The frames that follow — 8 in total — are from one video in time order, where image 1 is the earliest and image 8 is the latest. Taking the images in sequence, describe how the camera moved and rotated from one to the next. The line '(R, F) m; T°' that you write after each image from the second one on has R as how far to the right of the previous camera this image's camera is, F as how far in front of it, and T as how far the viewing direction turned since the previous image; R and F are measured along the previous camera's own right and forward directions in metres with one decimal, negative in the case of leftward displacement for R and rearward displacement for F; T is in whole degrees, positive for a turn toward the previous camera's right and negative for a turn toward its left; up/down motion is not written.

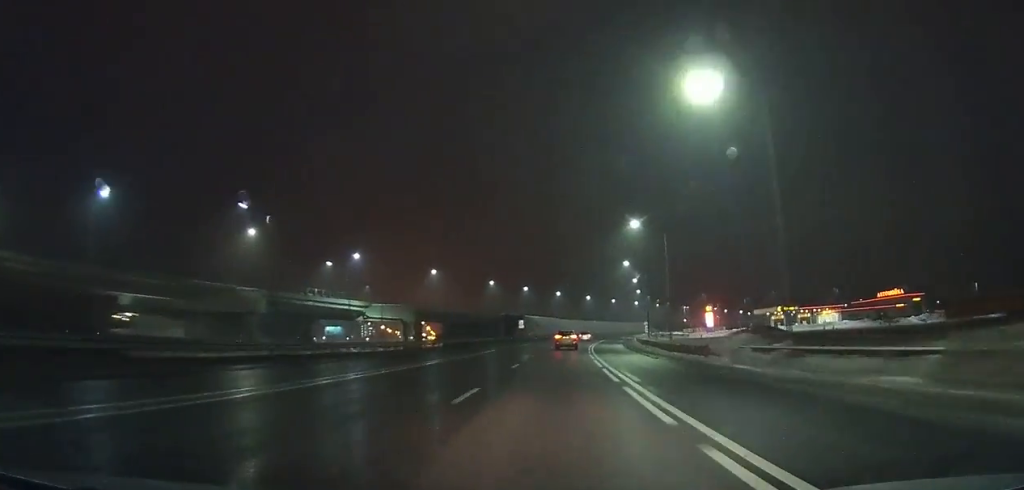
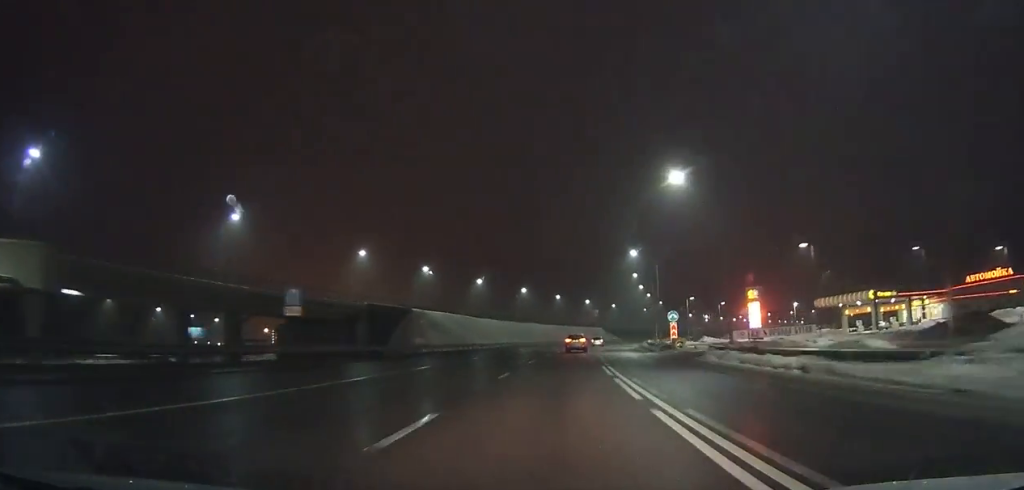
(+4.5, +76.1) m; +7°
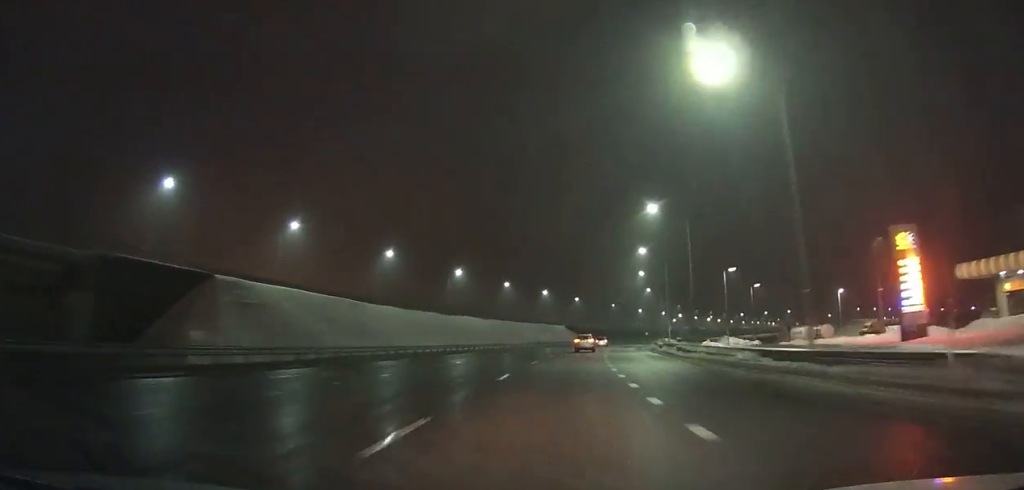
(+1.6, +48.7) m; +5°
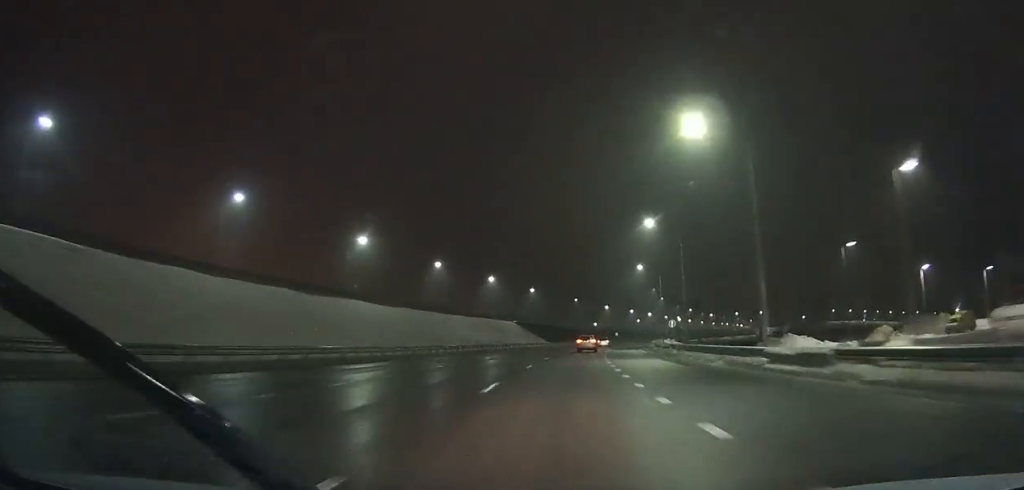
(+2.1, +40.6) m; +4°
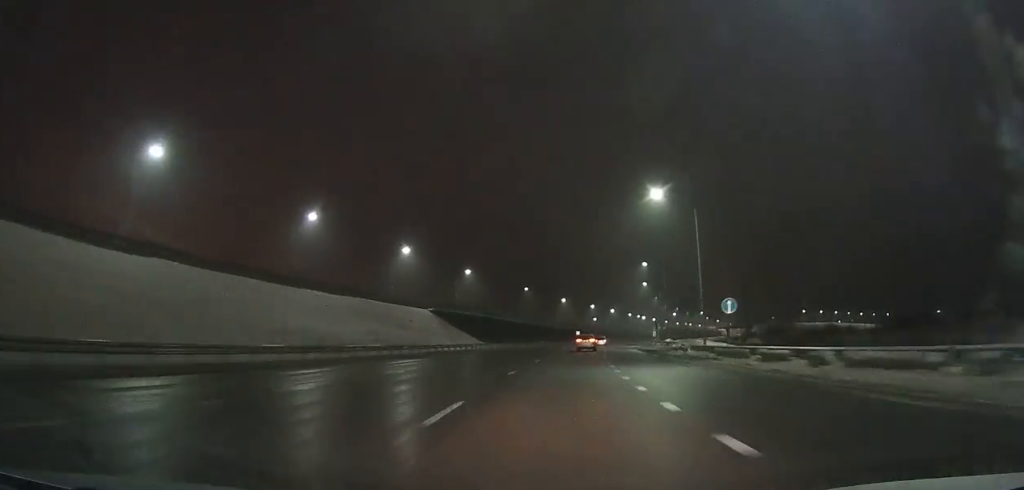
(+1.3, +40.7) m; +4°
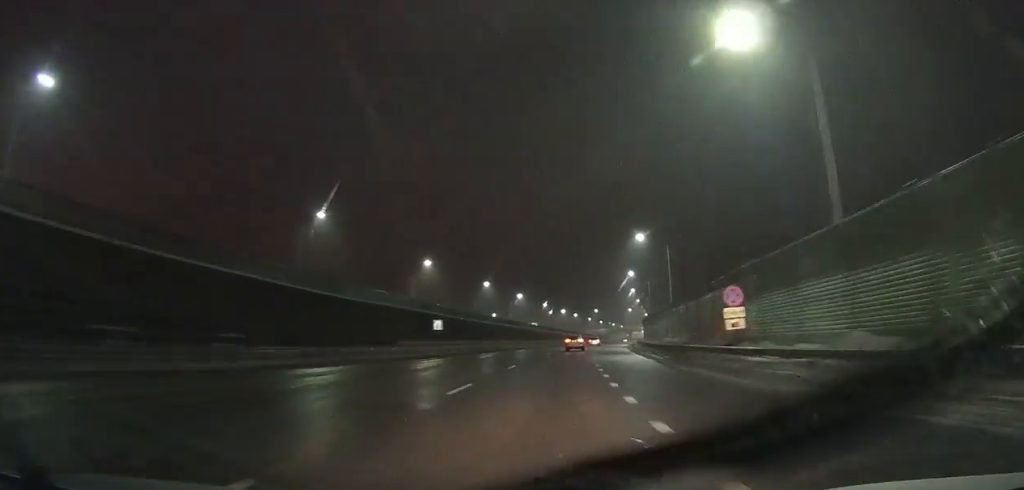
(+8.2, +90.9) m; +9°
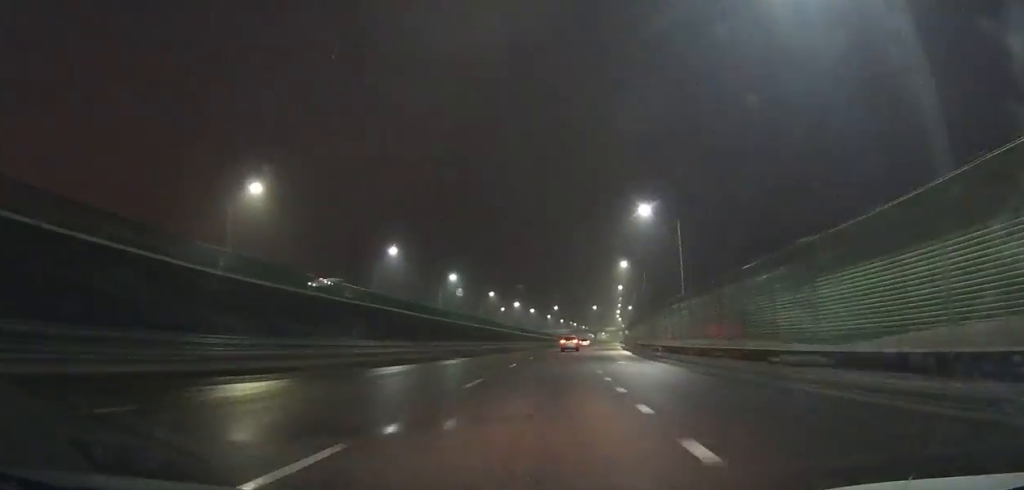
(+1.6, +46.2) m; +4°
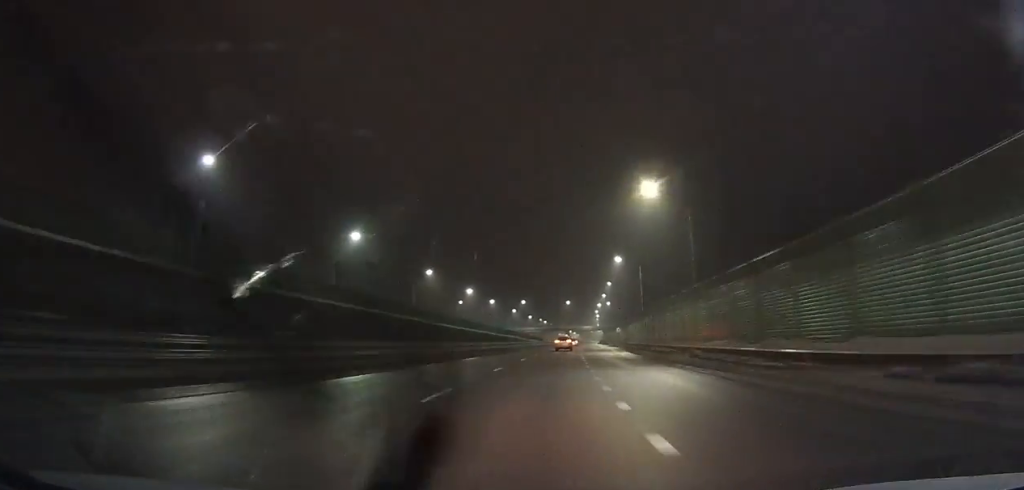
(+0.8, +39.9) m; +3°
